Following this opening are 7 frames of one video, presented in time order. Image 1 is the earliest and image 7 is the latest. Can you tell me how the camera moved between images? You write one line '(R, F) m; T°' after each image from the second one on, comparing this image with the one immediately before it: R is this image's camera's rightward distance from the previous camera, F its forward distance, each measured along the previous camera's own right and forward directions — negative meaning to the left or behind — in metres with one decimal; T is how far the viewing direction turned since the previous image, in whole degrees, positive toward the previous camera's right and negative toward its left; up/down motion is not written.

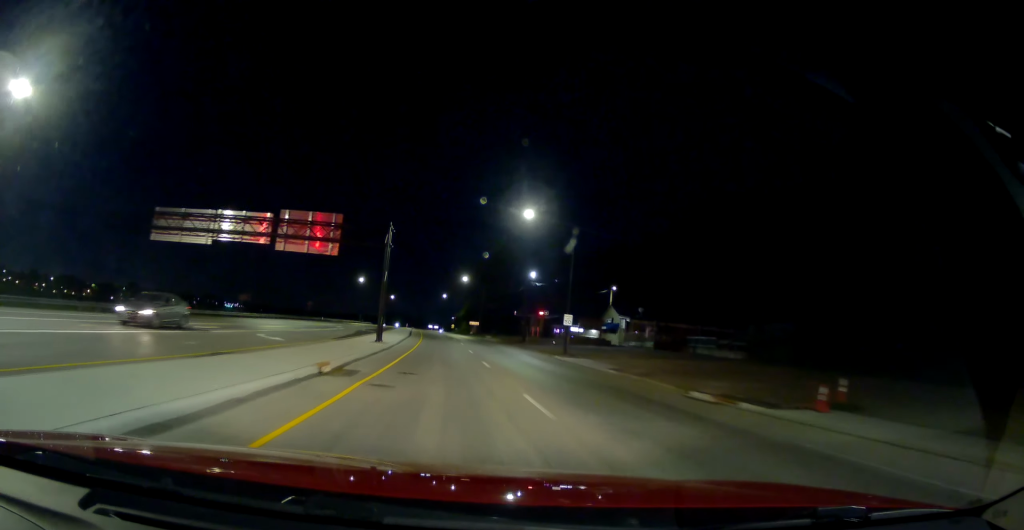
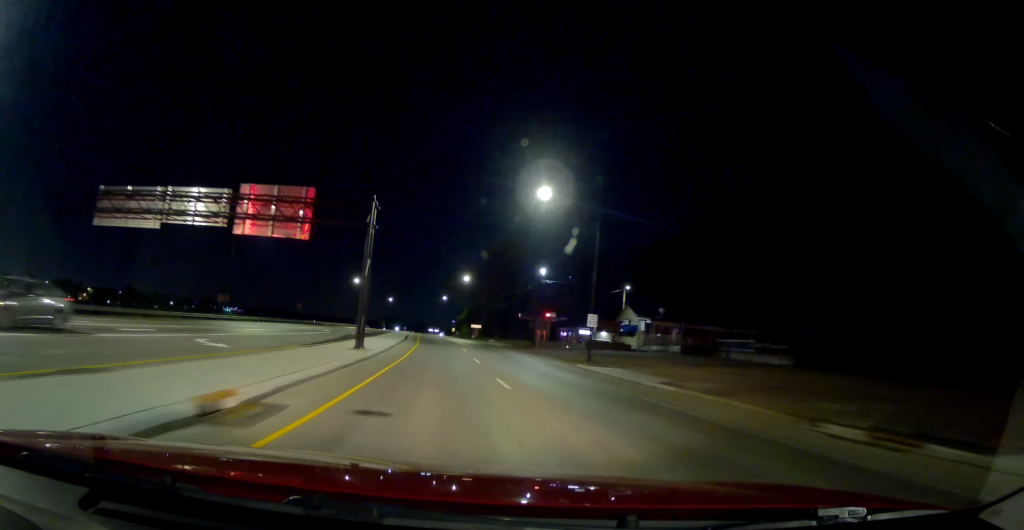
(-0.2, +7.6) m; 0°
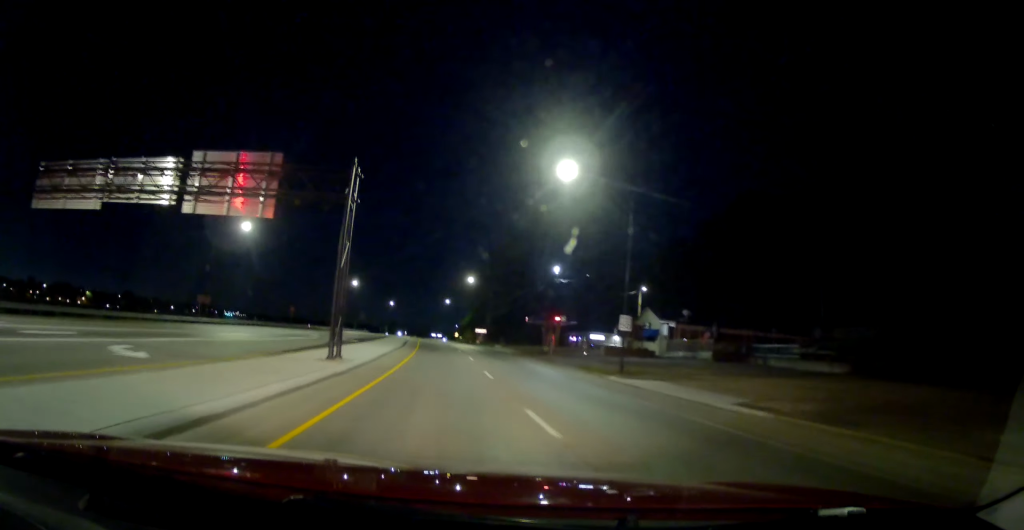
(-0.4, +6.5) m; 0°
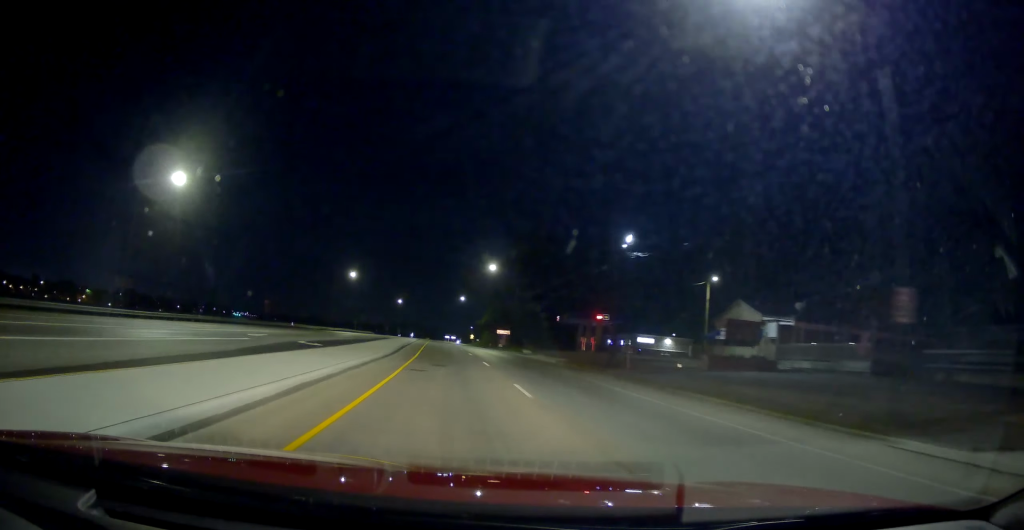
(+0.6, +20.2) m; +1°
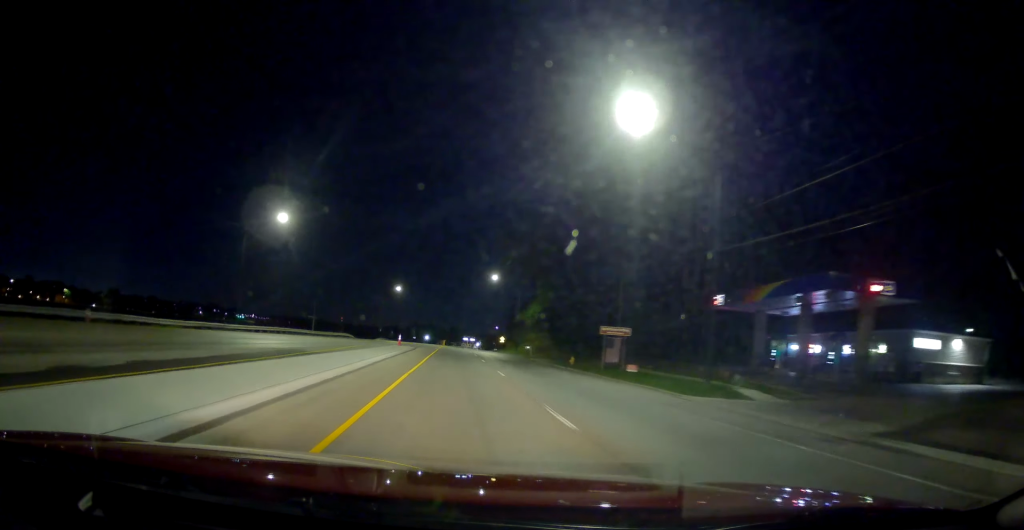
(-1.2, +54.4) m; -2°
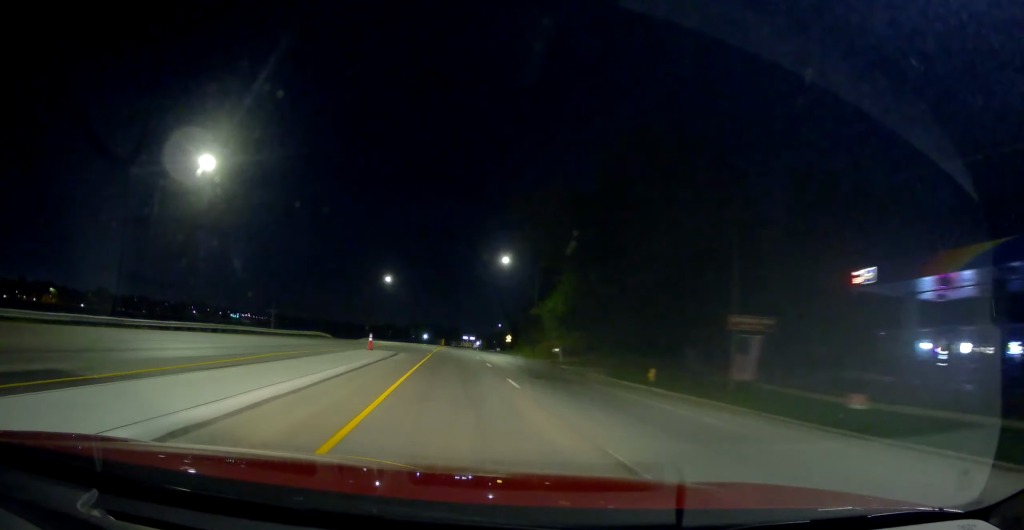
(+0.1, +17.2) m; -1°
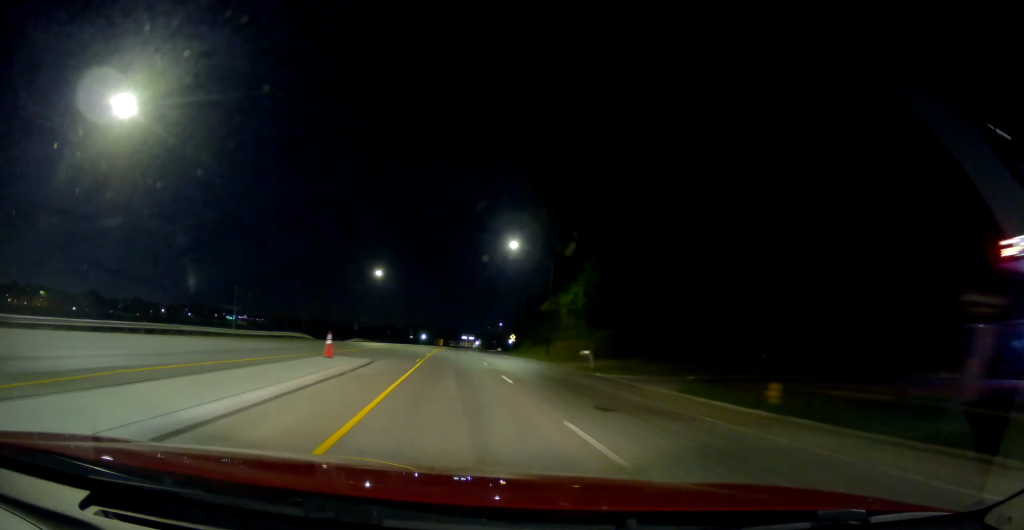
(-0.3, +10.3) m; -2°
